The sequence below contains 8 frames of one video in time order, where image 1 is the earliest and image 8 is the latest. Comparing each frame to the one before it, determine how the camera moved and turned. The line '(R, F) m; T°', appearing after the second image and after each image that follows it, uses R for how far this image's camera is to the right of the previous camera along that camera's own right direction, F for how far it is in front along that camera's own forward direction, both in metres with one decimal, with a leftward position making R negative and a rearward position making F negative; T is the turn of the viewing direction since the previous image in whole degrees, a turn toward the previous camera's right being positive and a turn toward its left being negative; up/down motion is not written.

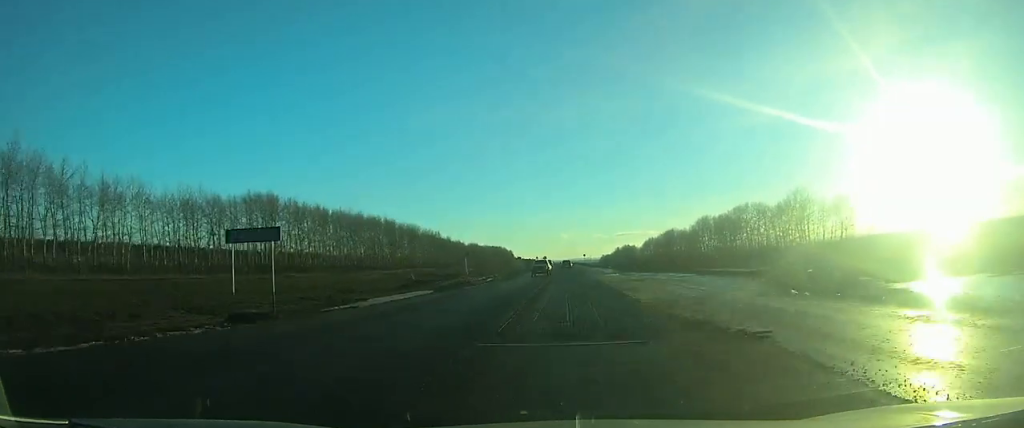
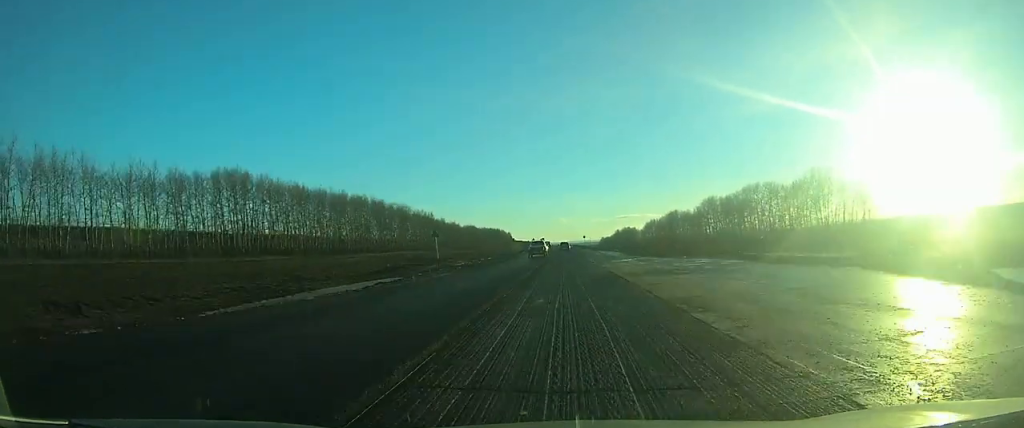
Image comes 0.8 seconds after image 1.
(+0.1, +12.7) m; 0°
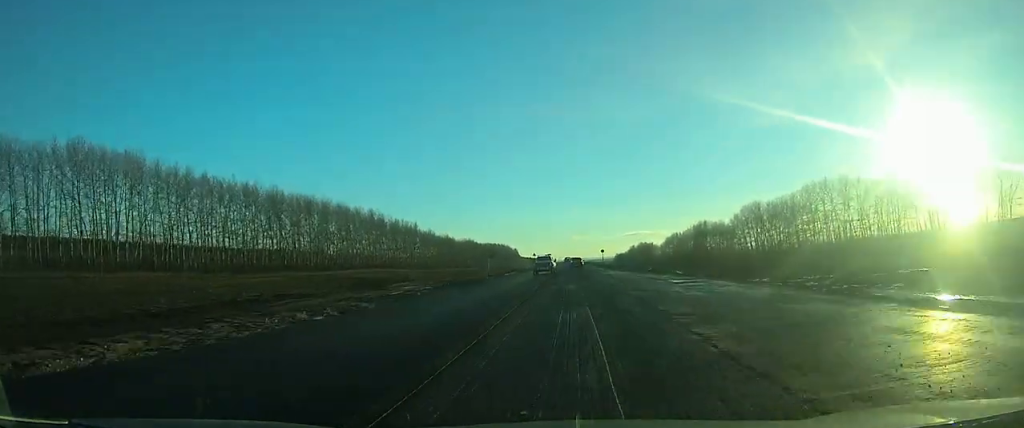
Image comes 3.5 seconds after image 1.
(-0.1, +41.9) m; 0°
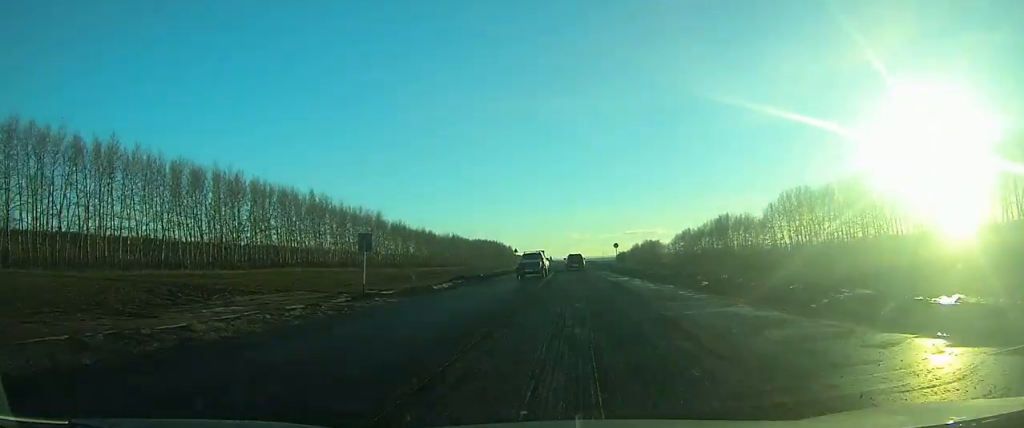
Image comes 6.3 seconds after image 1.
(-0.2, +40.8) m; -1°
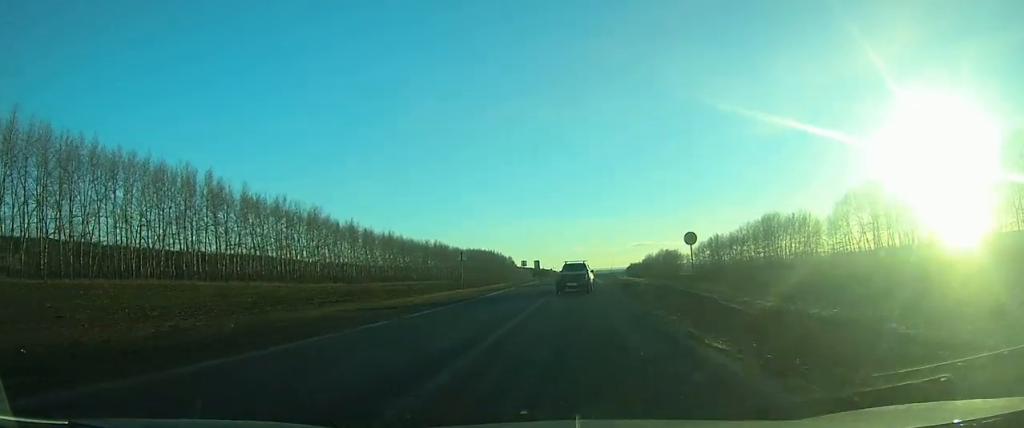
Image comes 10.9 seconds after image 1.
(-1.4, +53.2) m; -2°
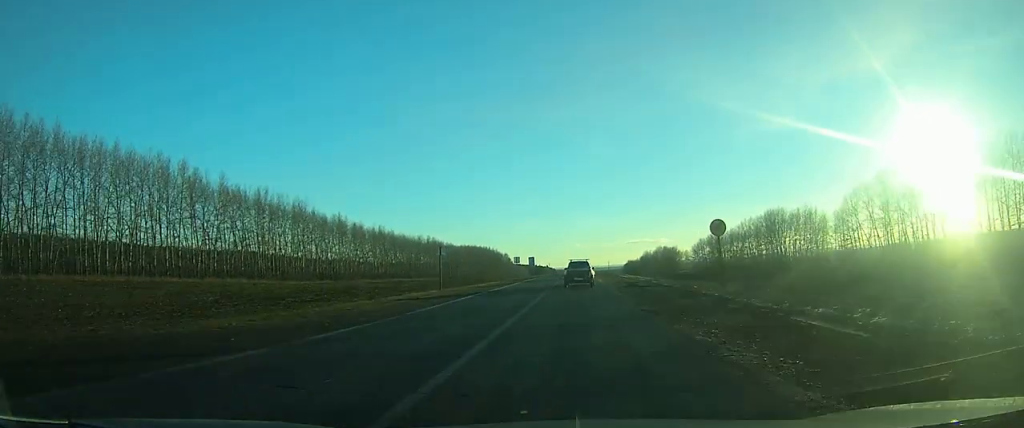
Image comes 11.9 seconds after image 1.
(+0.1, +9.4) m; +1°
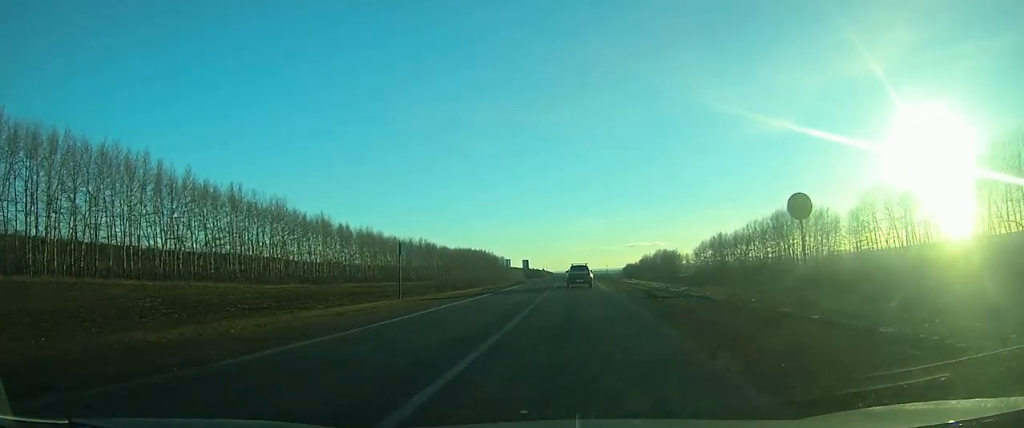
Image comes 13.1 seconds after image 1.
(+0.1, +10.5) m; +1°
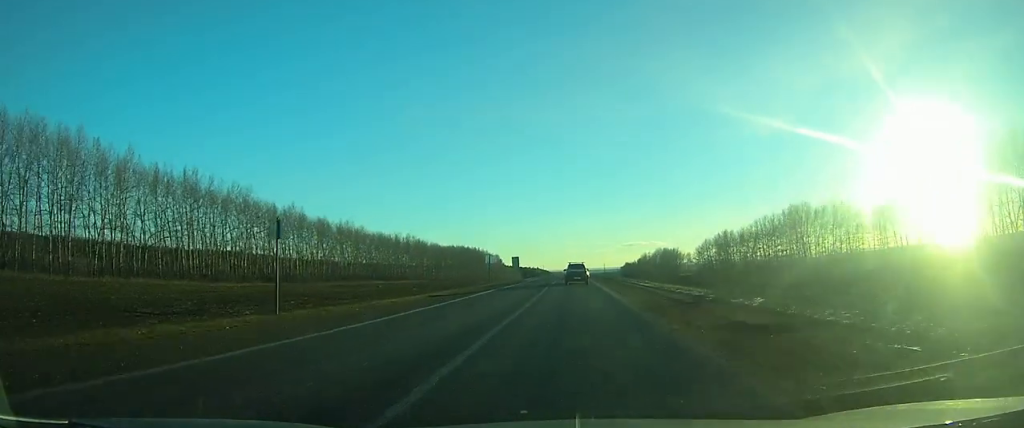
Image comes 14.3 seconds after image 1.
(+0.2, +13.6) m; +1°
